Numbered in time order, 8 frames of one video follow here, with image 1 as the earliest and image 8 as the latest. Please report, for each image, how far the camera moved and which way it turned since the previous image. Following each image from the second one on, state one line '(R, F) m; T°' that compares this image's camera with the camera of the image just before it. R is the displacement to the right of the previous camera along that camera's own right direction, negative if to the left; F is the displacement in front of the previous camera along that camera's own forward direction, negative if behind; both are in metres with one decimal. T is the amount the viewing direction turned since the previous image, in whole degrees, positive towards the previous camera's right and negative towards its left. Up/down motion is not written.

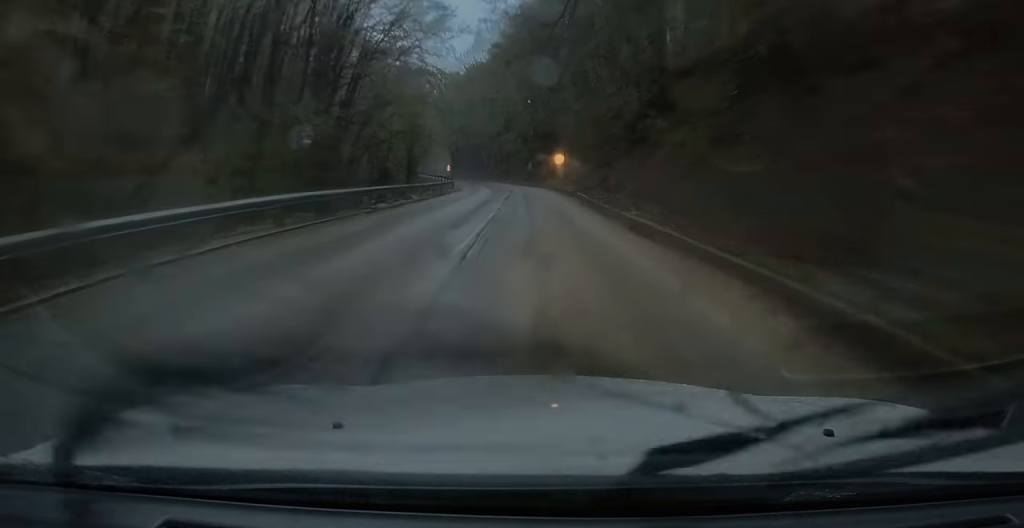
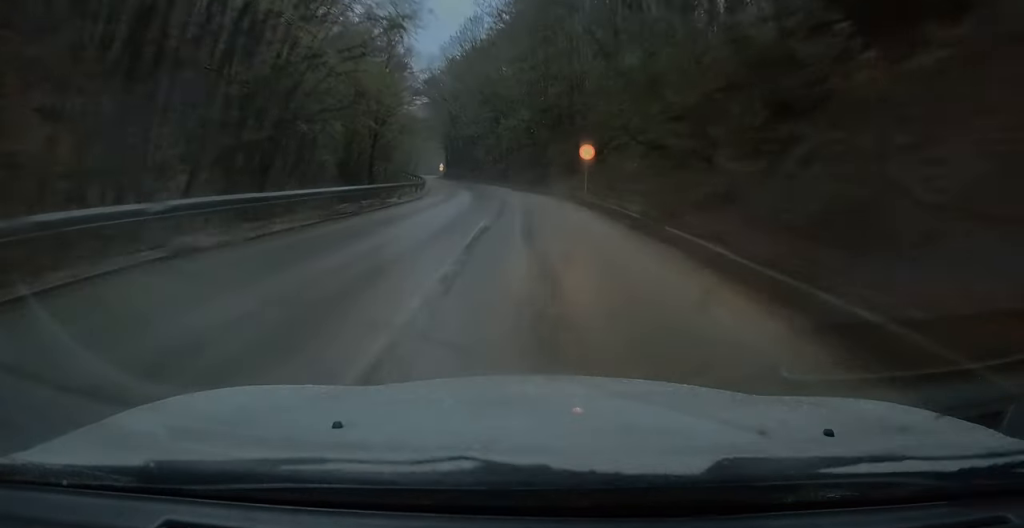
(+0.2, +19.8) m; -2°
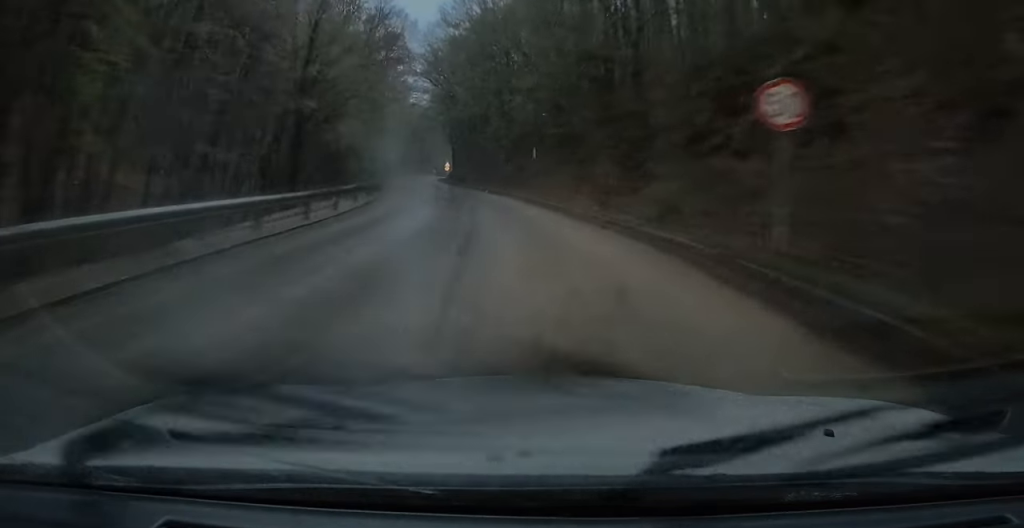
(-1.0, +22.4) m; -6°
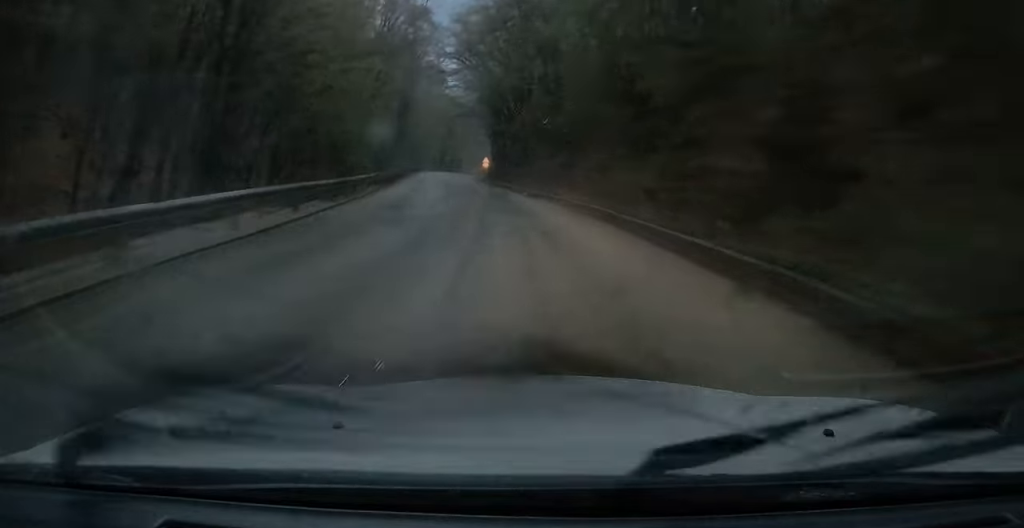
(-0.3, +12.9) m; -4°
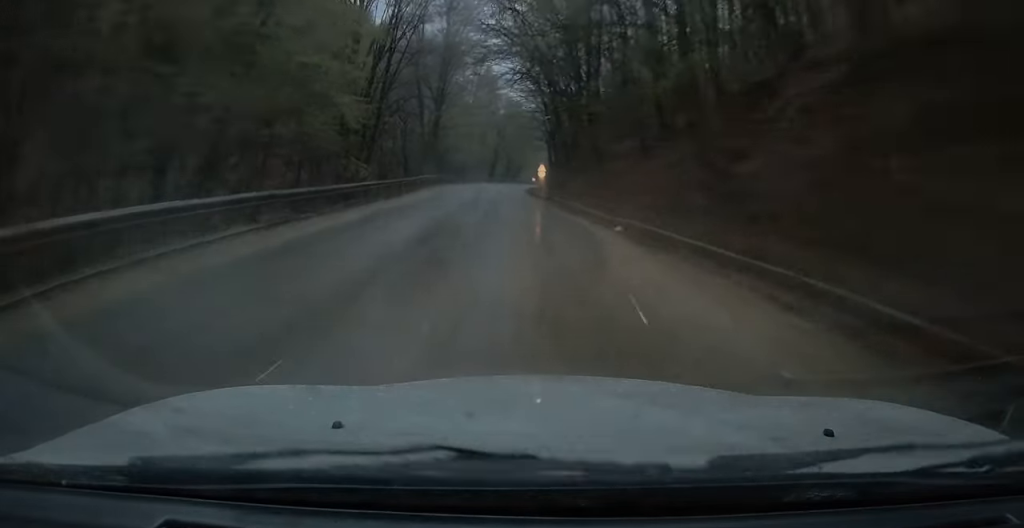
(-0.8, +18.3) m; -3°
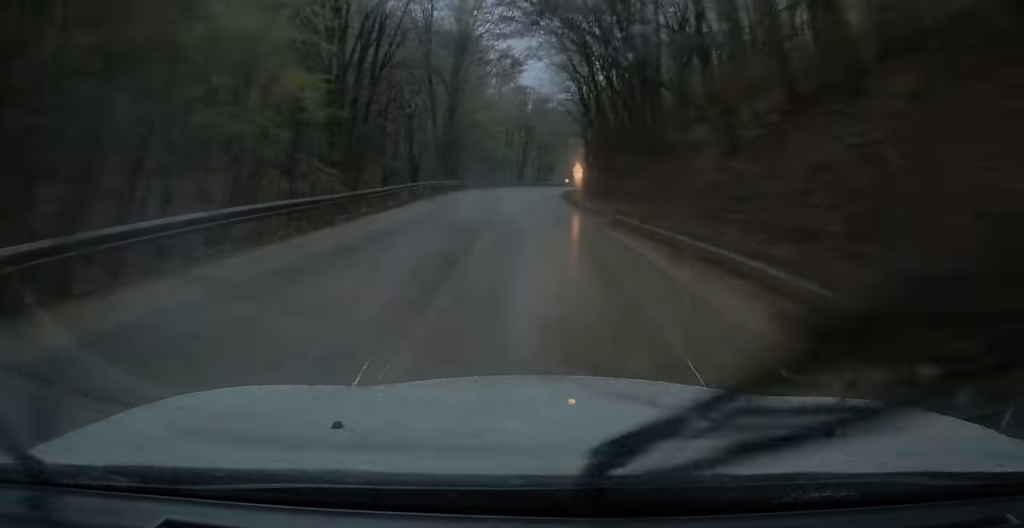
(-0.2, +11.5) m; 0°
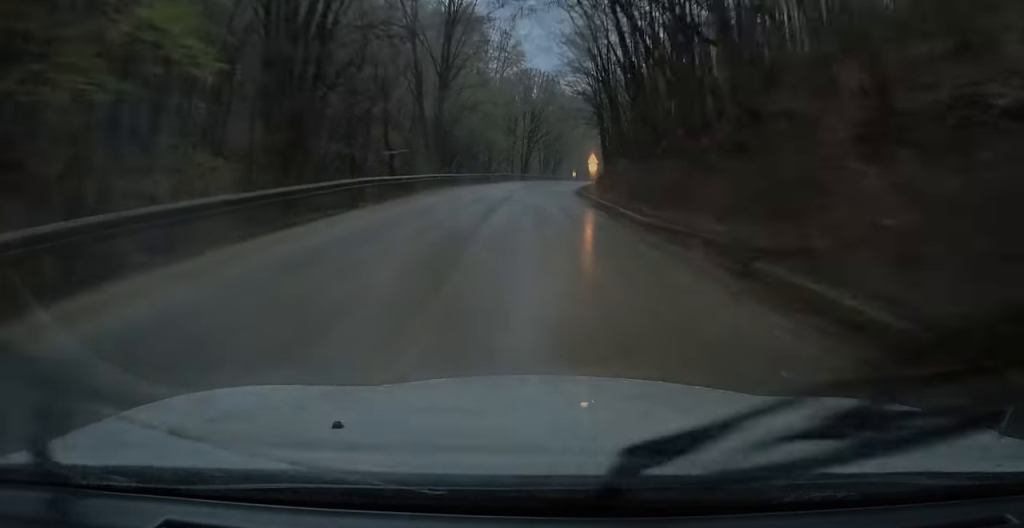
(-0.3, +10.8) m; 0°
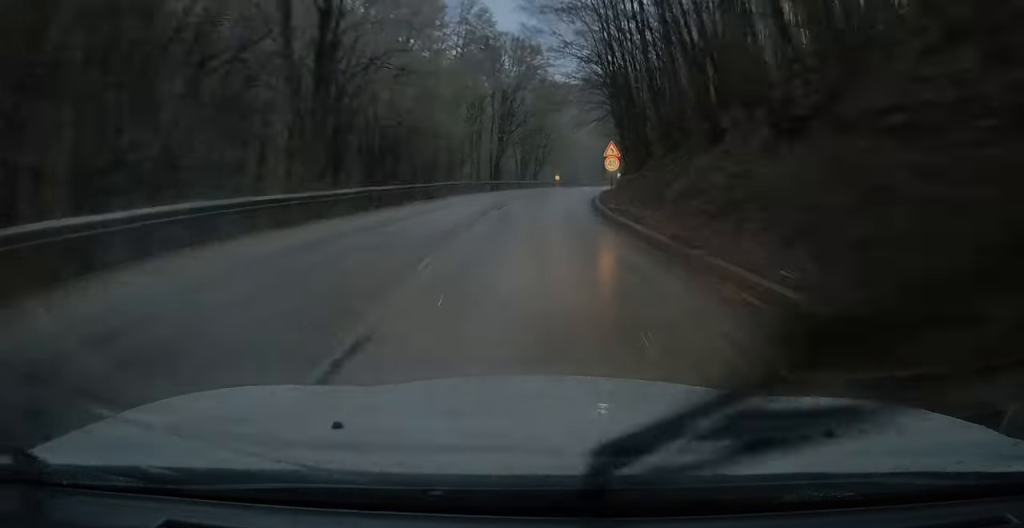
(+0.8, +25.0) m; +2°
